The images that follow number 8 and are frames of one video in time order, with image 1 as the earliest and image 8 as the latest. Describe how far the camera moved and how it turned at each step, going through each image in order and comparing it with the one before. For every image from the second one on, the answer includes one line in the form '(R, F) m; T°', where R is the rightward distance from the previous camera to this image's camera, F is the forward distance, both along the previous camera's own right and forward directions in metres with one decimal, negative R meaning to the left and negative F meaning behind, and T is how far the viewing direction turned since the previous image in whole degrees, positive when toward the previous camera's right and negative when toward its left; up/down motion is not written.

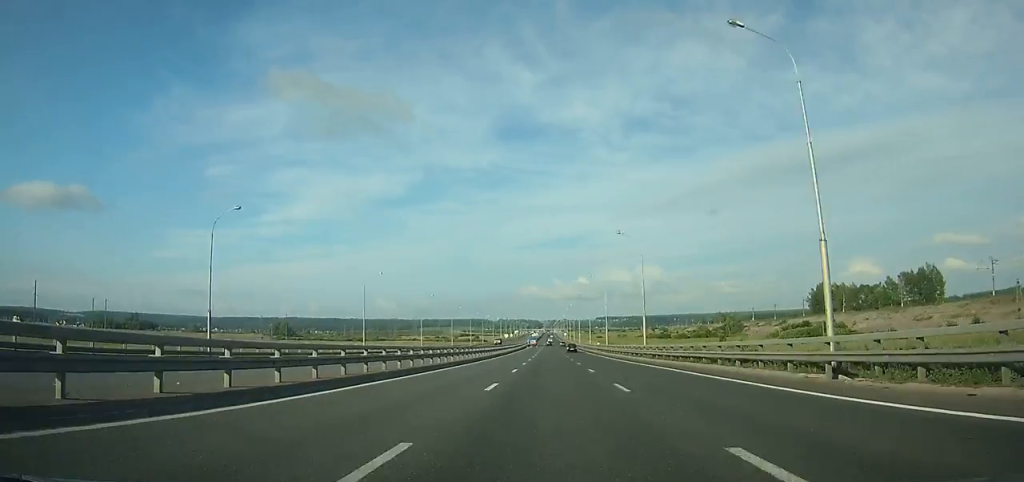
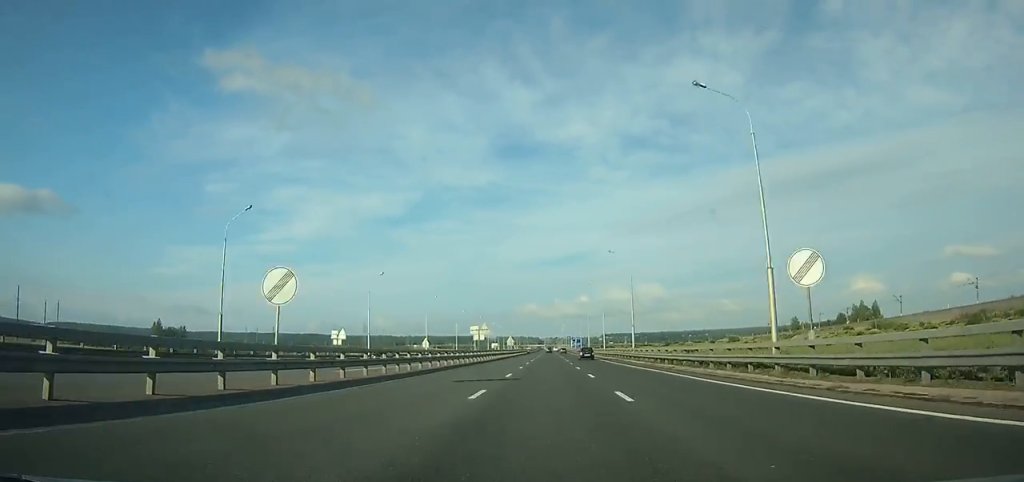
(-1.5, +274.2) m; -1°
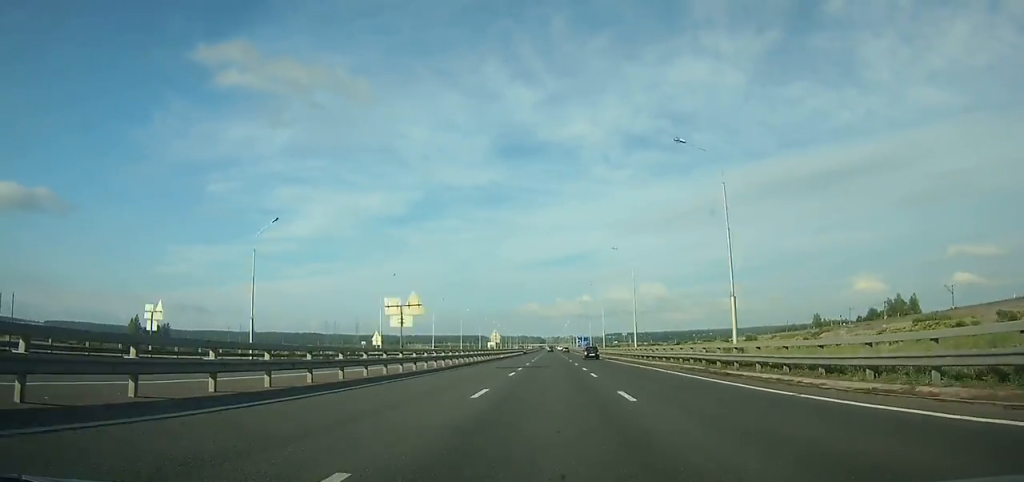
(-0.1, +35.8) m; 0°
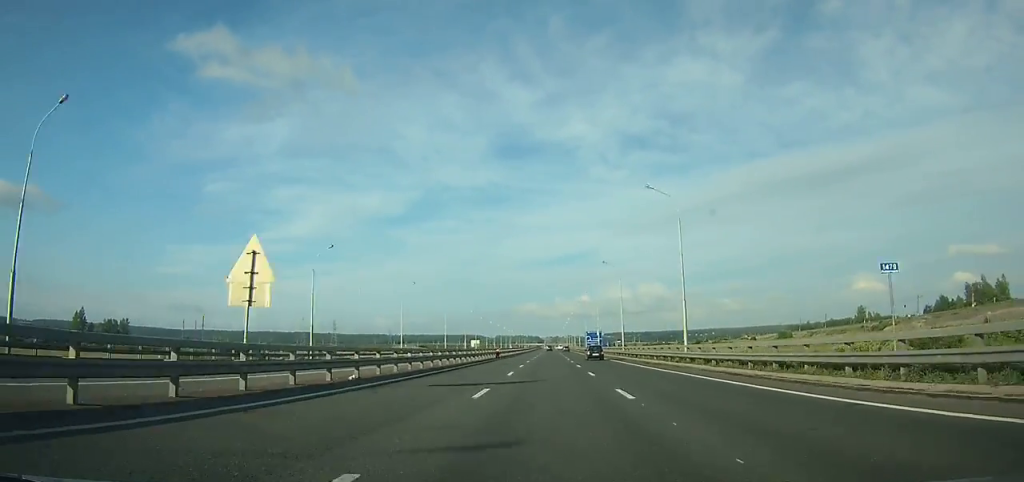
(0.0, +65.5) m; 0°
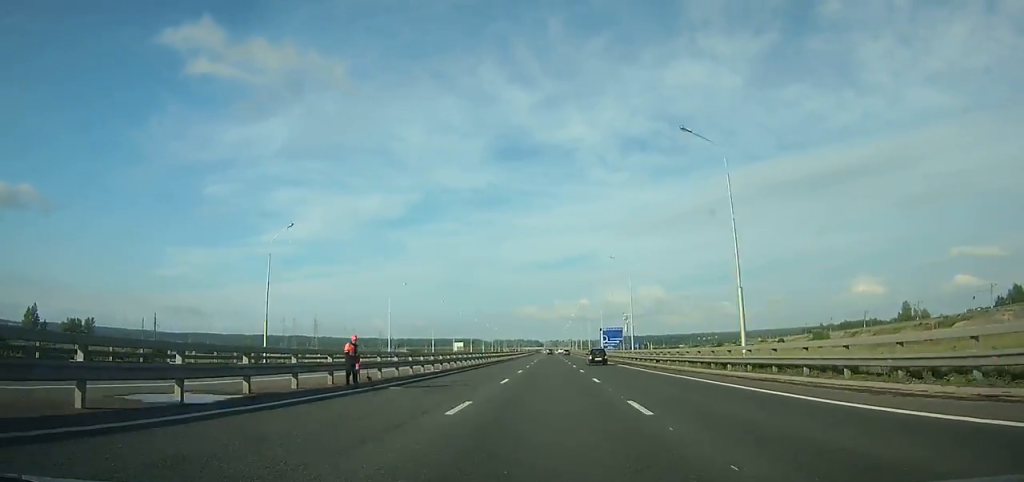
(0.0, +50.6) m; 0°
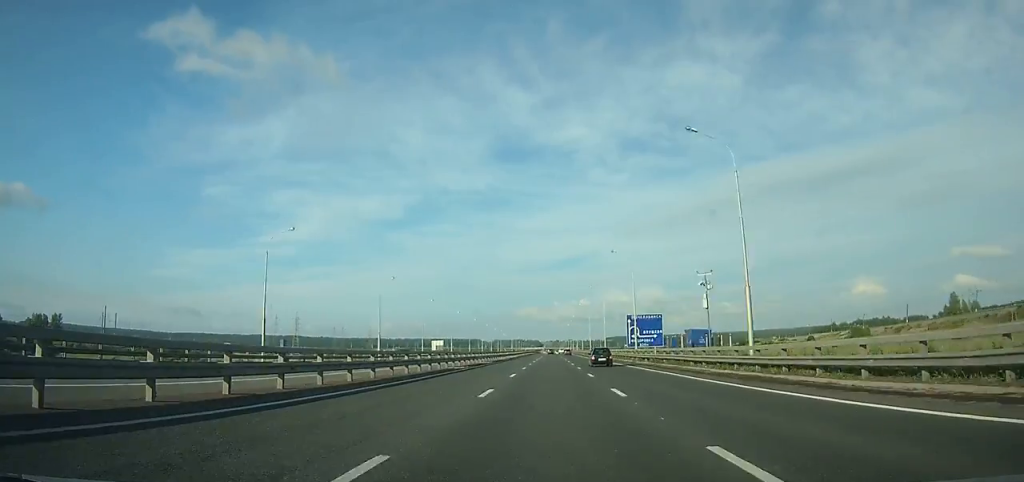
(-0.1, +41.7) m; 0°
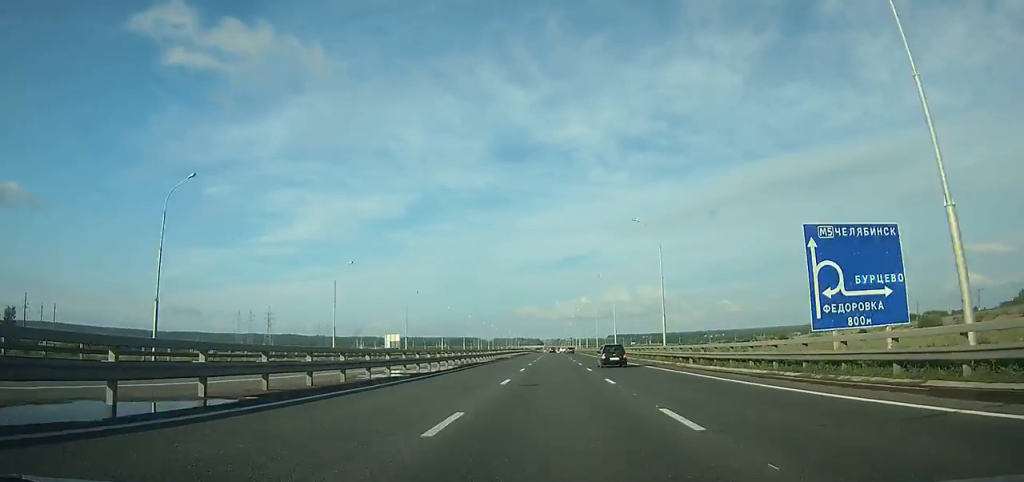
(0.0, +53.5) m; 0°
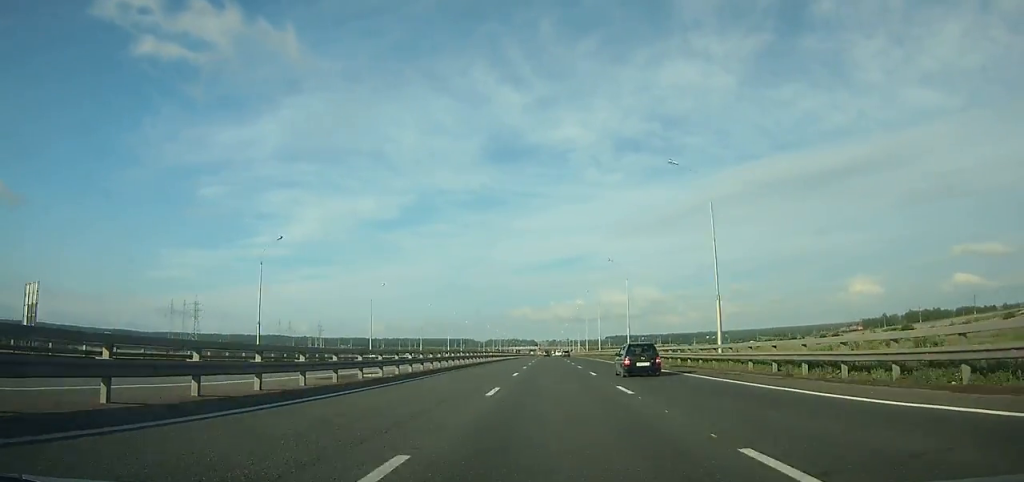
(+0.2, +97.8) m; 0°
